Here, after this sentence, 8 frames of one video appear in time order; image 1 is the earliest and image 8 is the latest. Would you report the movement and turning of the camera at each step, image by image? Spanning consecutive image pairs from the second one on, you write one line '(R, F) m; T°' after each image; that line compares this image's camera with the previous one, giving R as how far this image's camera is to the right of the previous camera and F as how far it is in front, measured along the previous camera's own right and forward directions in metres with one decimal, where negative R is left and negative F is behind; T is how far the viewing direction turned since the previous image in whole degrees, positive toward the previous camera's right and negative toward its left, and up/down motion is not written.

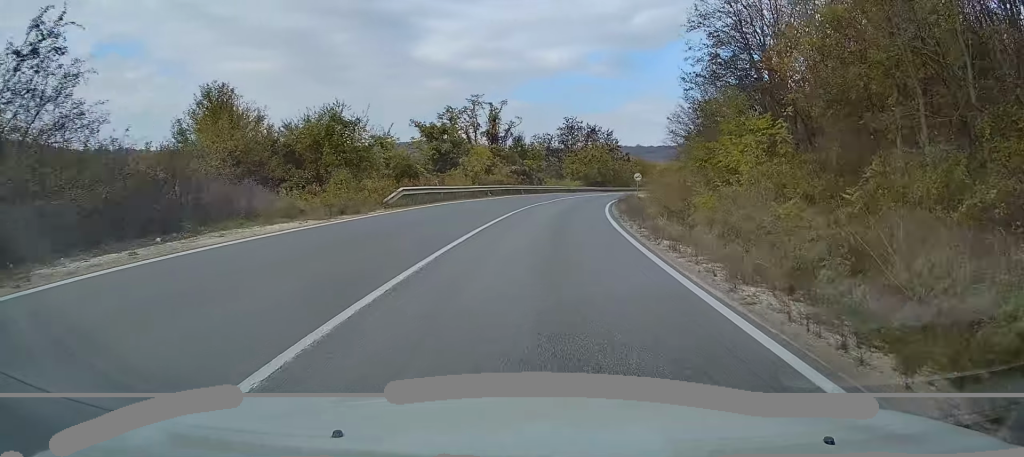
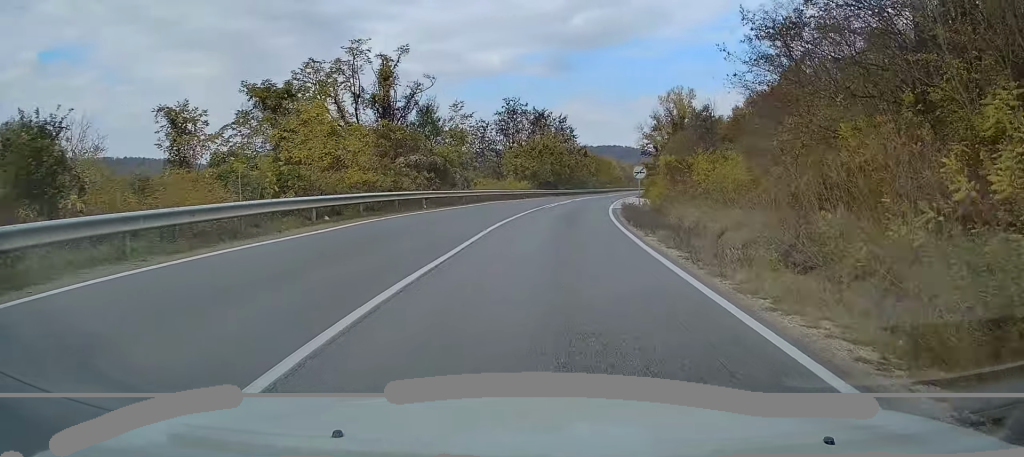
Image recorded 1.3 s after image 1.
(+1.2, +27.5) m; +6°
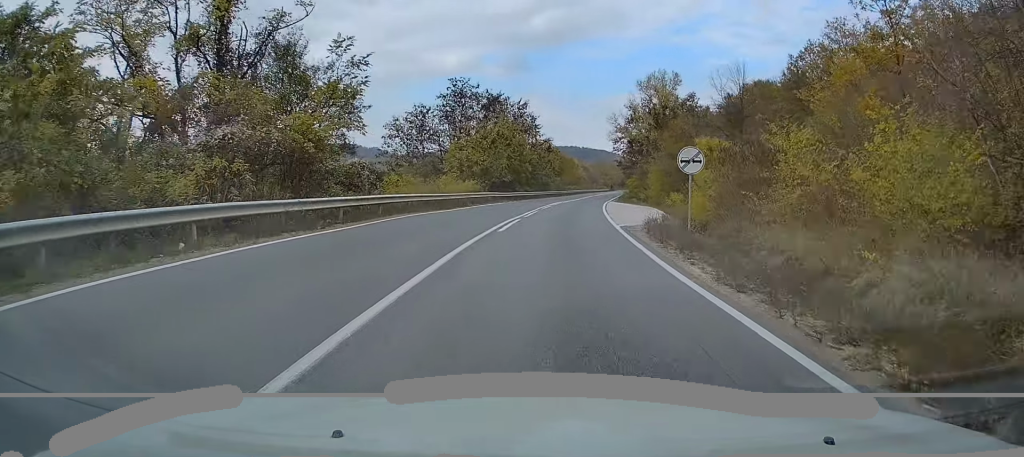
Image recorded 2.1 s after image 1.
(+0.7, +17.7) m; +4°
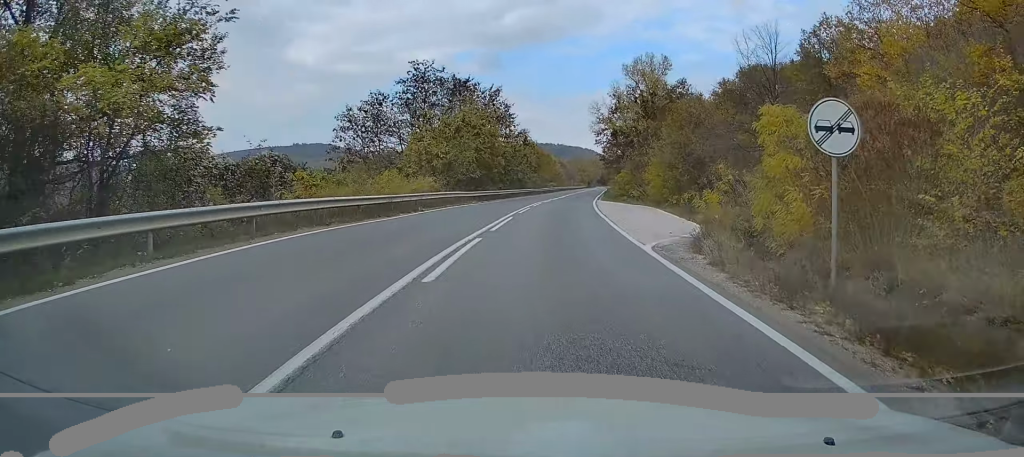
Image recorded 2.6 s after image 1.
(+0.1, +9.2) m; +2°
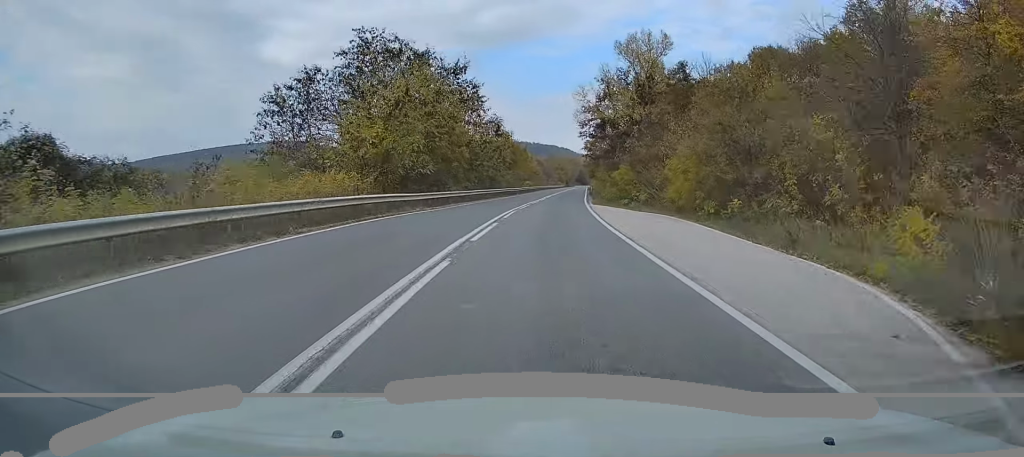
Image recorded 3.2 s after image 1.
(+0.4, +12.7) m; +2°
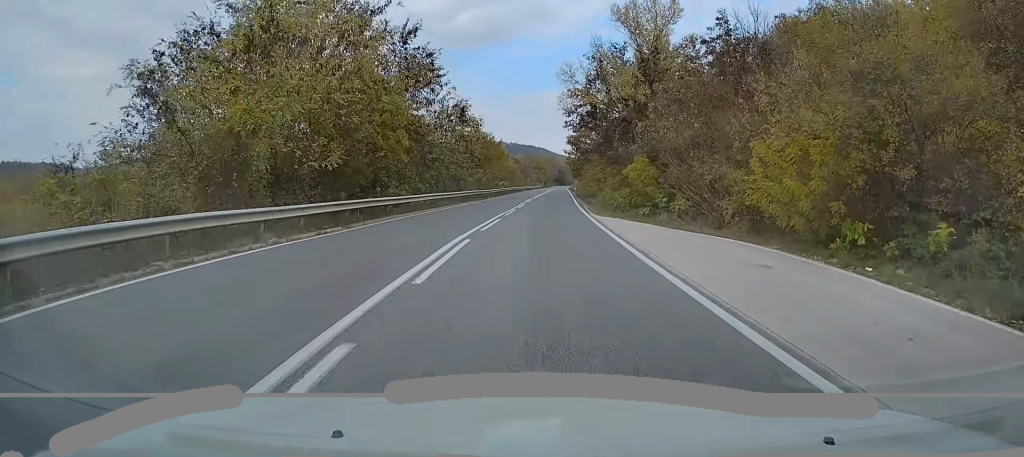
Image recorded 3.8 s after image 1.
(+0.3, +14.1) m; +2°
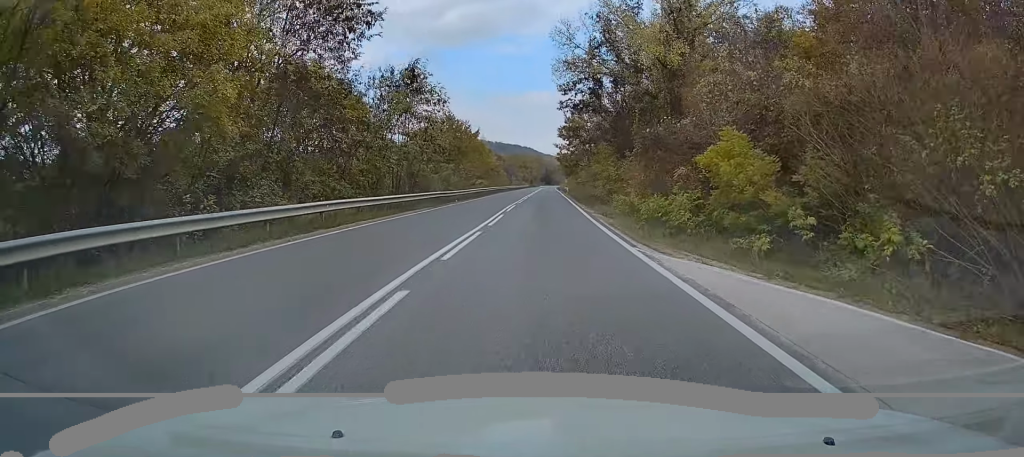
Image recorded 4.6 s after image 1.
(+0.3, +15.5) m; +2°
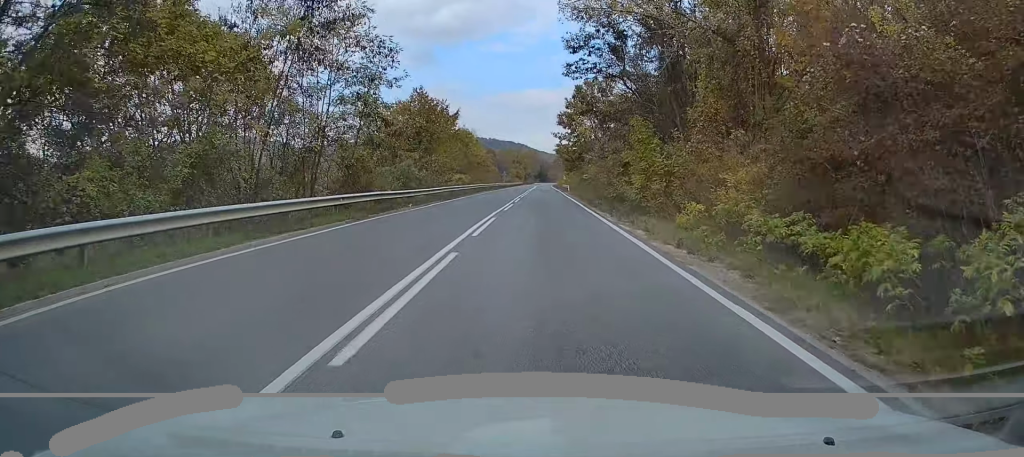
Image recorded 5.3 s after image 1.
(+0.2, +14.8) m; +1°
